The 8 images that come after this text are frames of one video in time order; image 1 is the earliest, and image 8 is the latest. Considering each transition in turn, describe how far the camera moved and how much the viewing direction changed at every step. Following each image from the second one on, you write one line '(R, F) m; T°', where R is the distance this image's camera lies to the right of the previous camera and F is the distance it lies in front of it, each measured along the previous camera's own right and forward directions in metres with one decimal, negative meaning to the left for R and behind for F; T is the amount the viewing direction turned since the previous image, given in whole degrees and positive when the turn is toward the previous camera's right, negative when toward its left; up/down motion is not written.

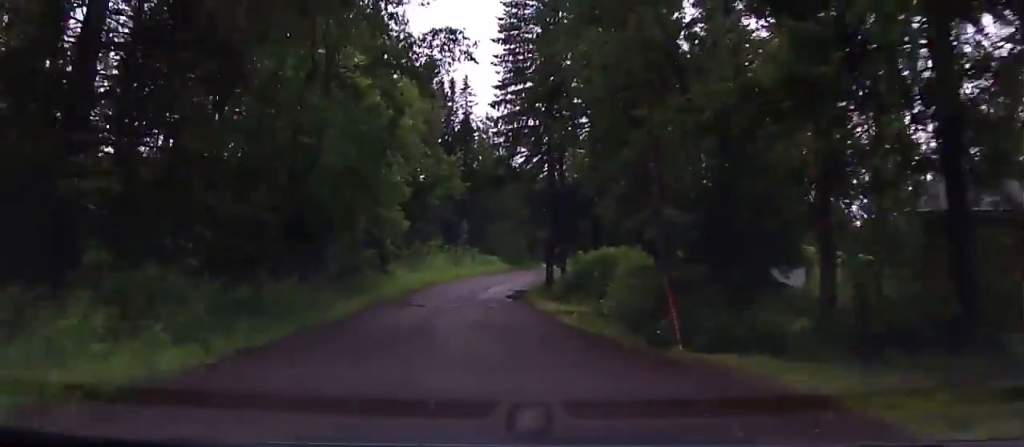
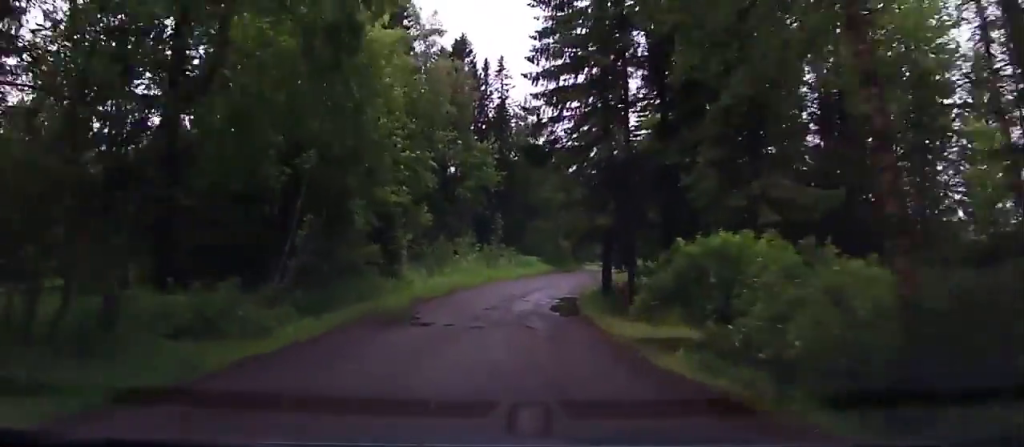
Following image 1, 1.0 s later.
(-0.3, +7.7) m; -1°
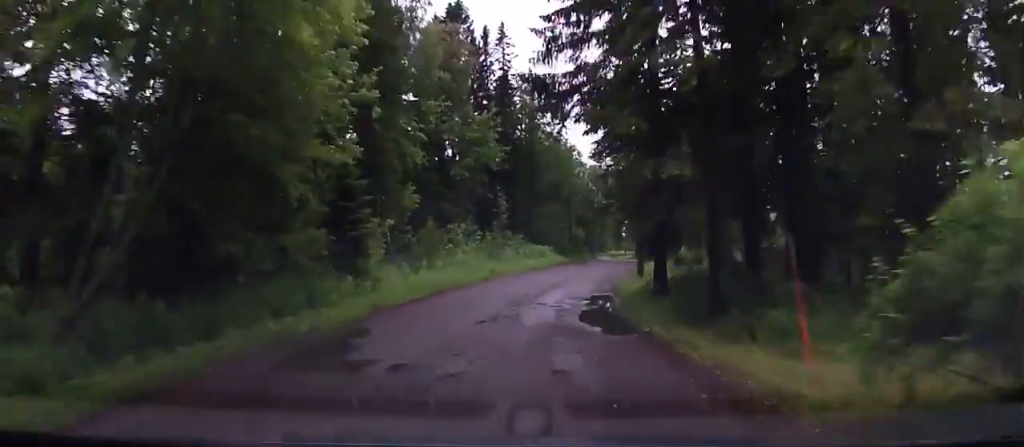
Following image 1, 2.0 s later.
(-0.1, +7.7) m; 0°
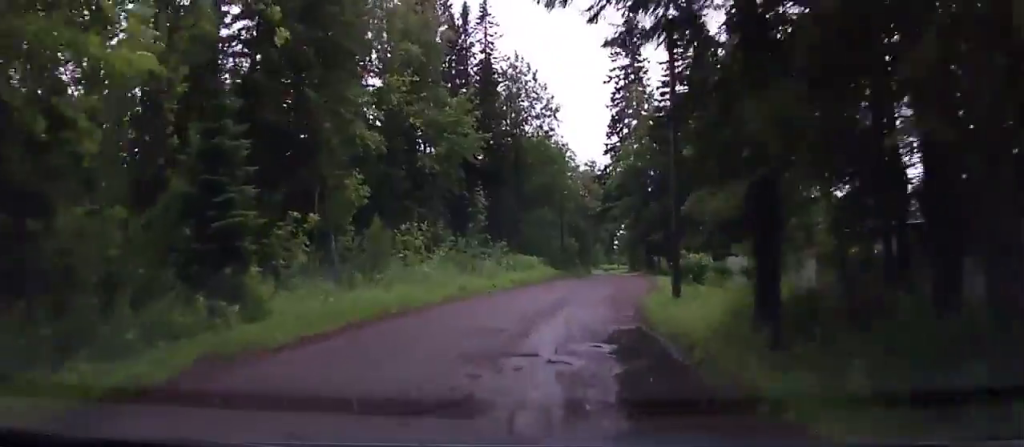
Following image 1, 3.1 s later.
(+0.1, +8.2) m; +1°
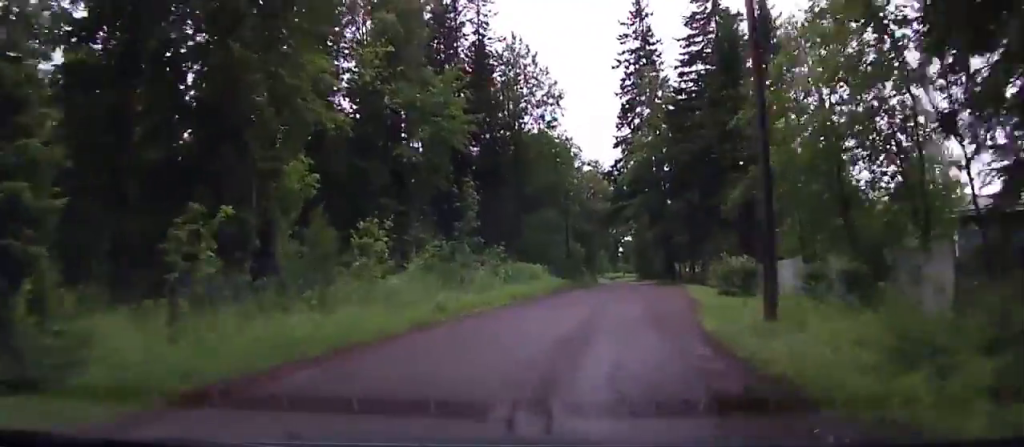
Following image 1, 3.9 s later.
(0.0, +6.2) m; +1°
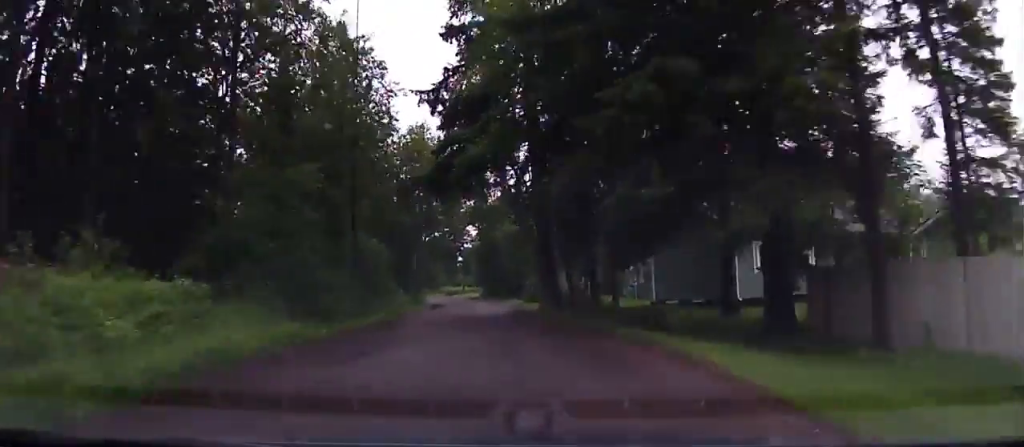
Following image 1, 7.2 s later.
(+0.7, +23.5) m; +4°
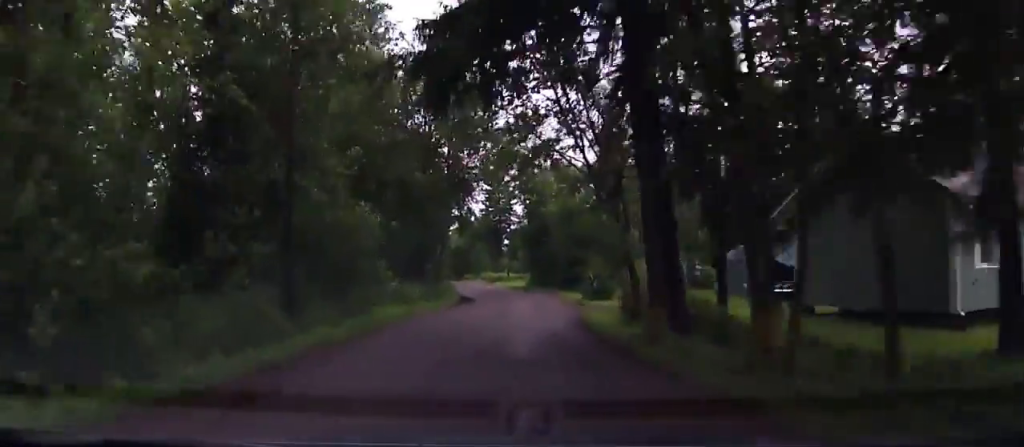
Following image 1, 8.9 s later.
(+0.4, +11.7) m; +1°
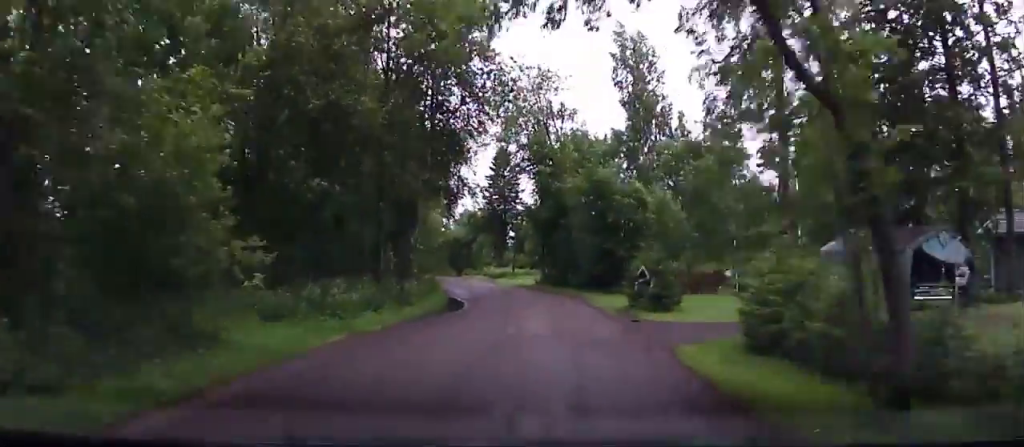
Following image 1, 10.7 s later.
(0.0, +11.3) m; 0°
